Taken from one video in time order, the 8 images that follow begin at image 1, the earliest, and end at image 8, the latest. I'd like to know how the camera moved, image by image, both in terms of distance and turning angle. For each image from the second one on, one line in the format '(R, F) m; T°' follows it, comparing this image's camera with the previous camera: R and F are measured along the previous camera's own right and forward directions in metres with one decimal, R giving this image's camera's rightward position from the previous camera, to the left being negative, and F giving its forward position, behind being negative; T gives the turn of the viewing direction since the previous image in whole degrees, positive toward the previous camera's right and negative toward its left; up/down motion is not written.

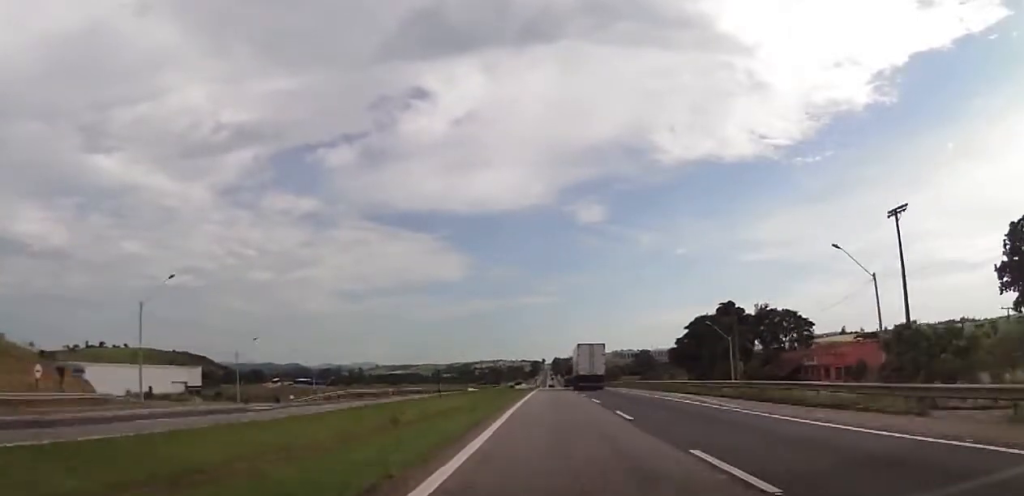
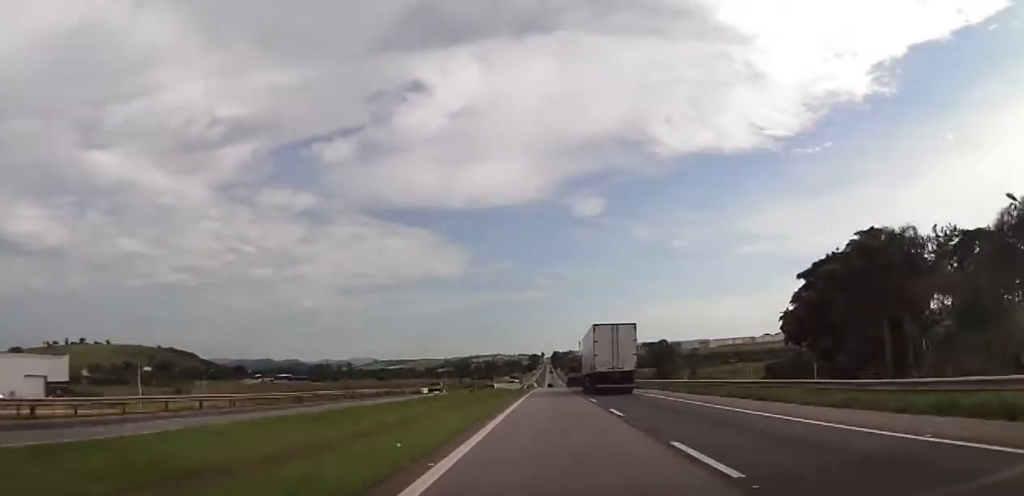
(0.0, +59.2) m; 0°
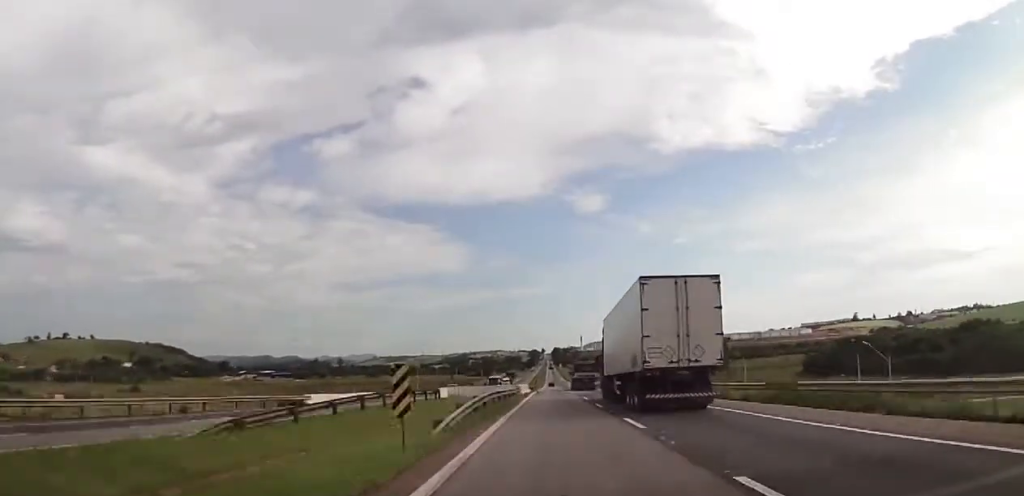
(0.0, +51.7) m; 0°
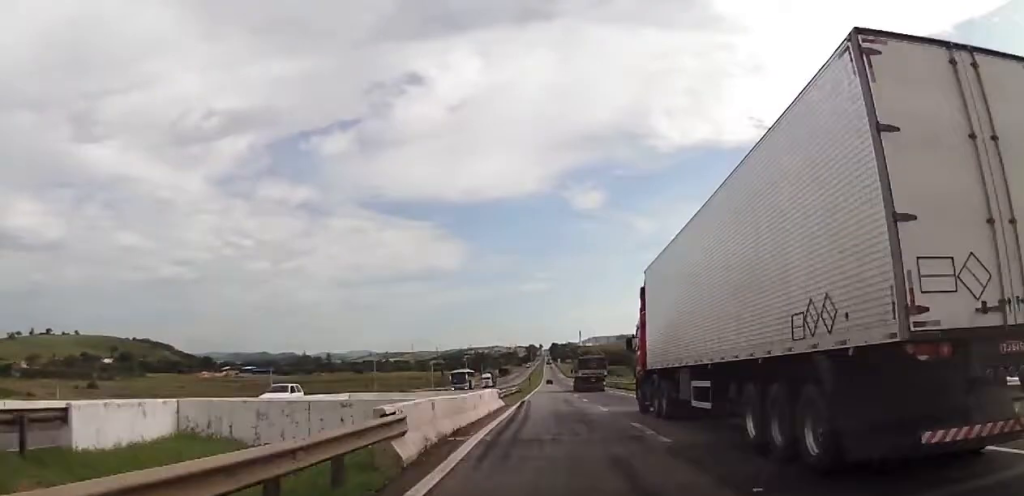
(-0.1, +41.6) m; 0°
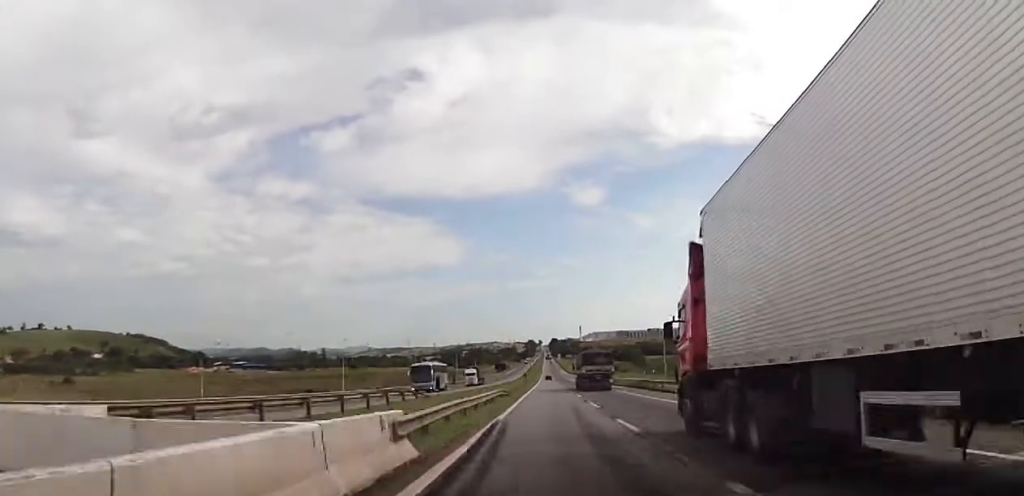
(0.0, +20.9) m; 0°
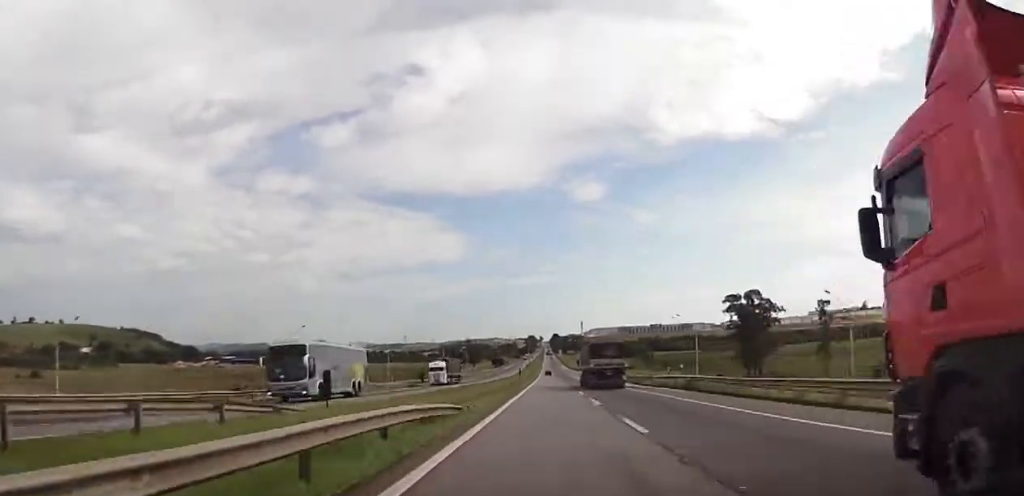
(0.0, +26.3) m; 0°
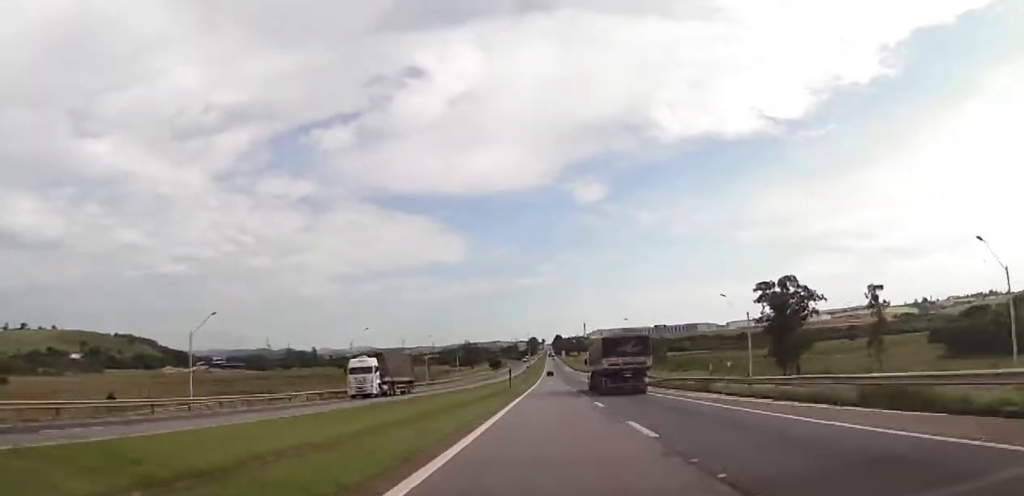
(0.0, +25.2) m; 0°
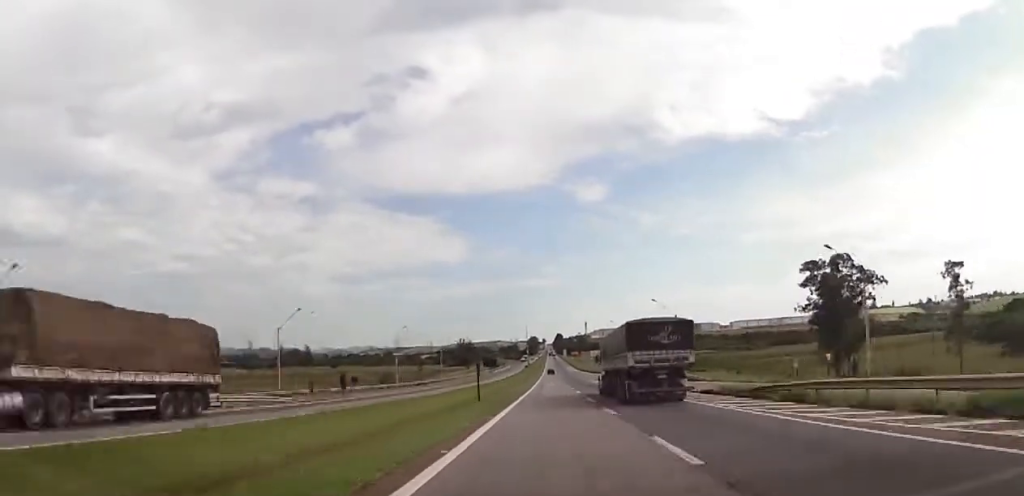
(-0.1, +28.0) m; 0°
